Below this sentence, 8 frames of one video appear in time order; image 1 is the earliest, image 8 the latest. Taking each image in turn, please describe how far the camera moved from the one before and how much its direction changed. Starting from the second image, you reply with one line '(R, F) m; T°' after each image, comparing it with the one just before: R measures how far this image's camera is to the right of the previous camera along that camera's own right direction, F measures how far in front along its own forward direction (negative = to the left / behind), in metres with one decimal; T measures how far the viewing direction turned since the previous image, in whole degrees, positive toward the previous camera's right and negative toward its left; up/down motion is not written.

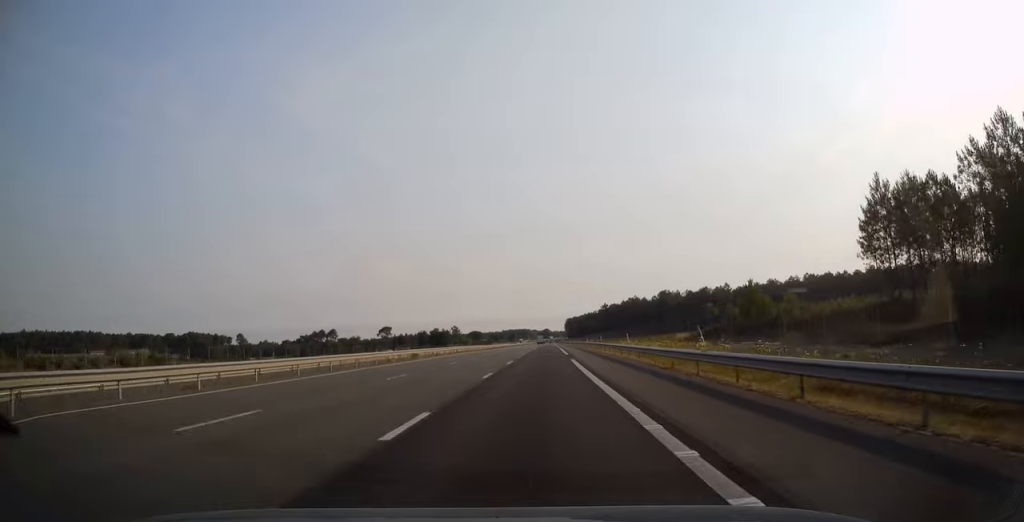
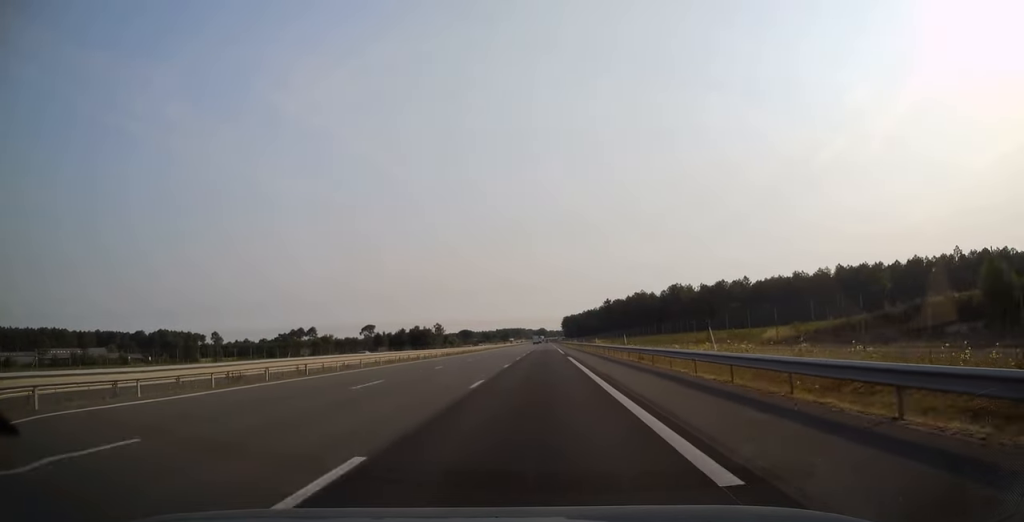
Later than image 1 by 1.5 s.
(+0.1, +43.3) m; 0°
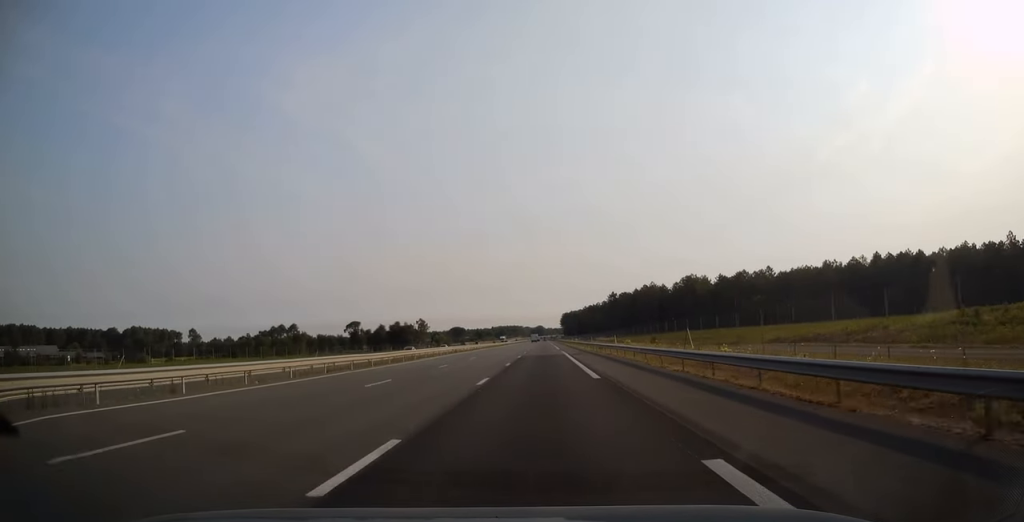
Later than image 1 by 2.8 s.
(0.0, +38.0) m; 0°
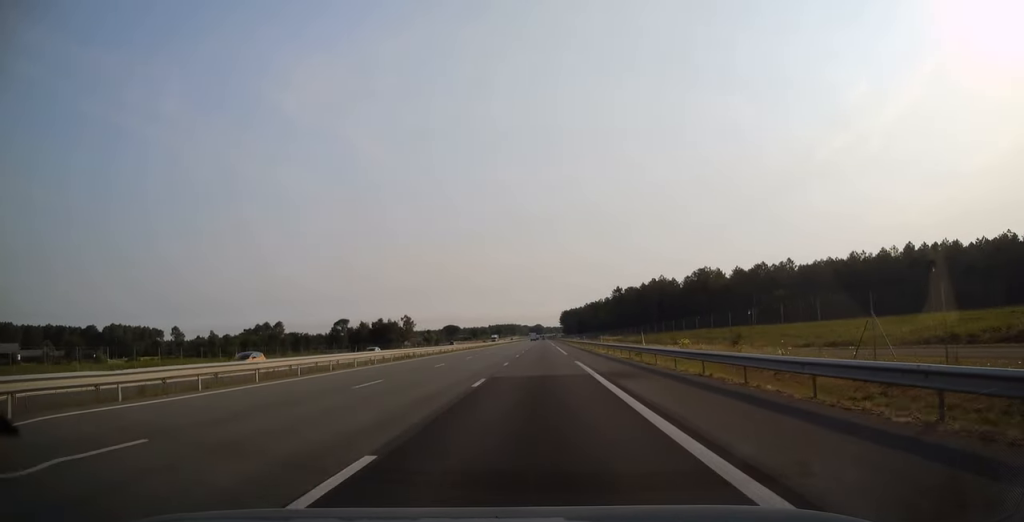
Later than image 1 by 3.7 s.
(0.0, +27.1) m; 0°
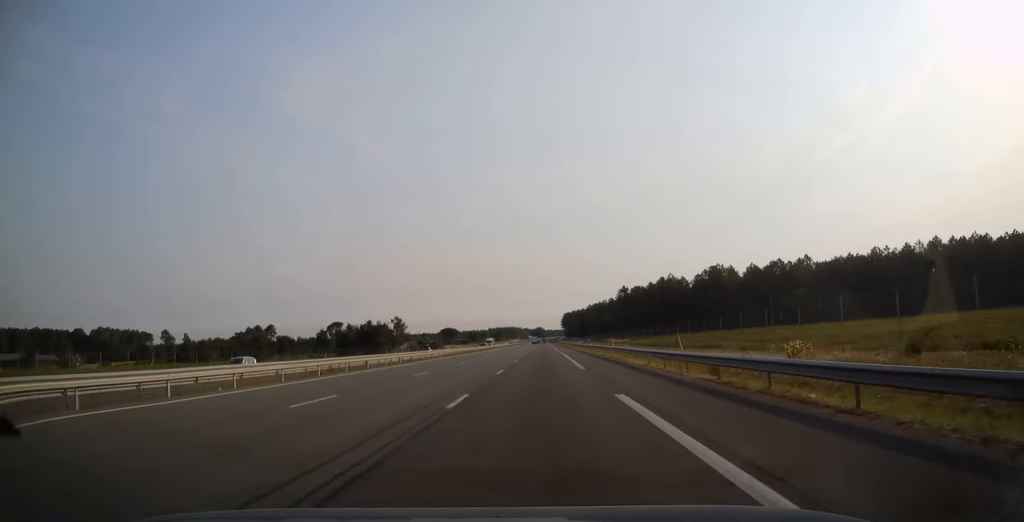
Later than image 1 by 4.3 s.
(0.0, +17.8) m; 0°
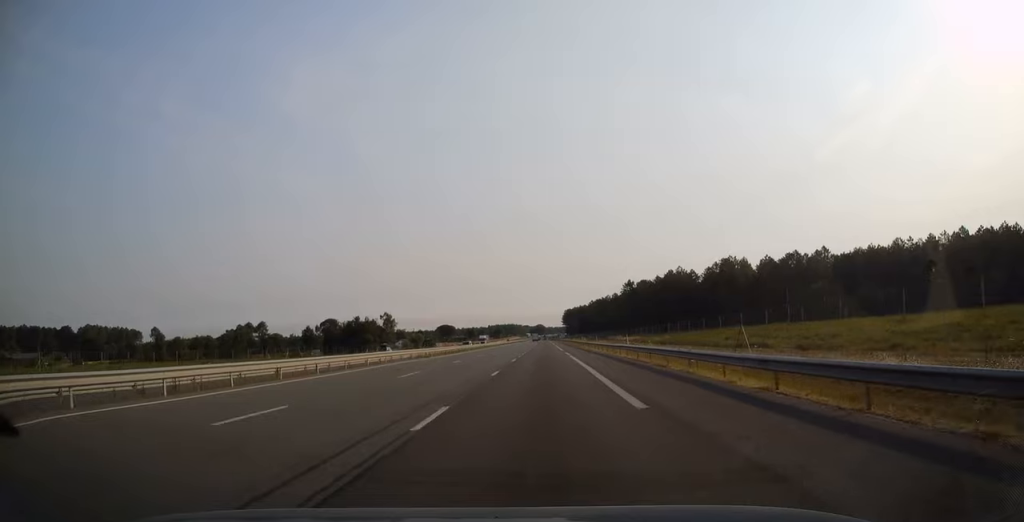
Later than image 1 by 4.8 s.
(0.0, +16.3) m; 0°
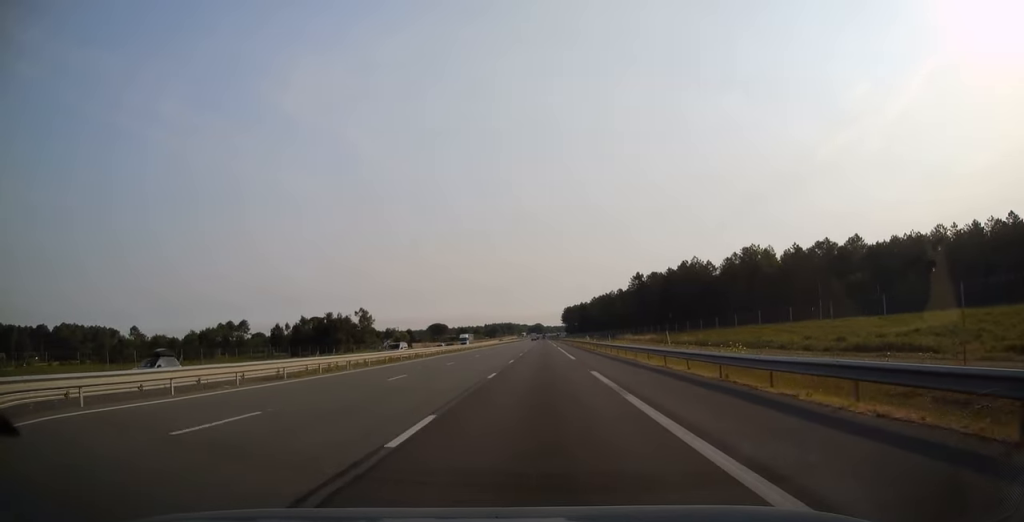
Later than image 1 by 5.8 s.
(0.0, +27.6) m; 0°
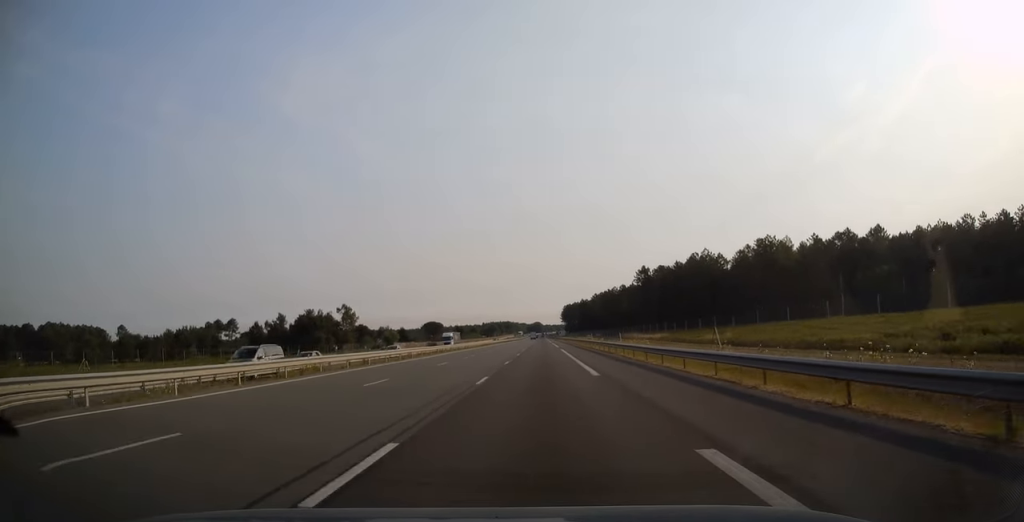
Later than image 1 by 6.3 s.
(0.0, +15.8) m; 0°
